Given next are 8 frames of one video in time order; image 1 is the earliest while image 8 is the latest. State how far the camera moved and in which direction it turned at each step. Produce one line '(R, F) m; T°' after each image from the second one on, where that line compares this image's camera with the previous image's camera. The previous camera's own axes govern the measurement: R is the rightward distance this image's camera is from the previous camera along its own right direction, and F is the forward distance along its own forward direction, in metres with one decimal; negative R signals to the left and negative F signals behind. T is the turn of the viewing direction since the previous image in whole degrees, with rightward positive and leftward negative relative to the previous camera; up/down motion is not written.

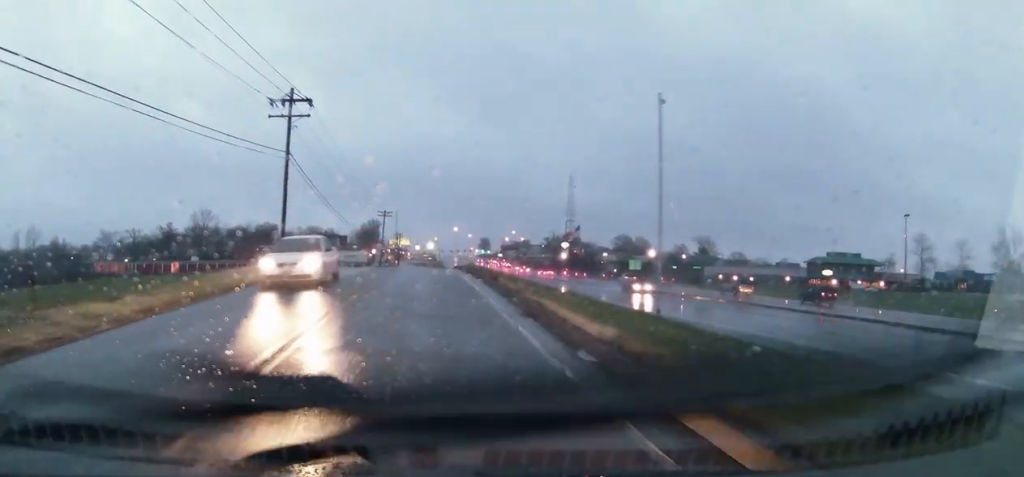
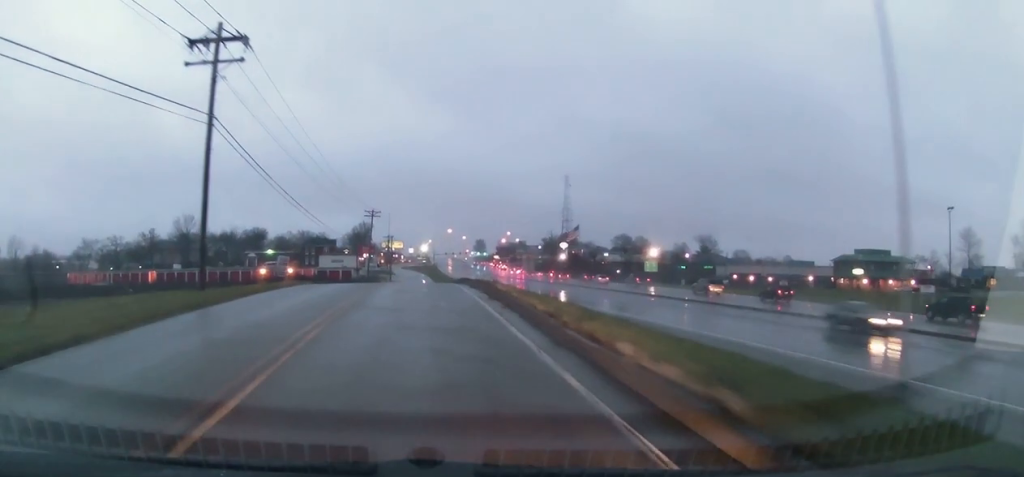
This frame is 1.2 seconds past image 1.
(0.0, +12.4) m; 0°
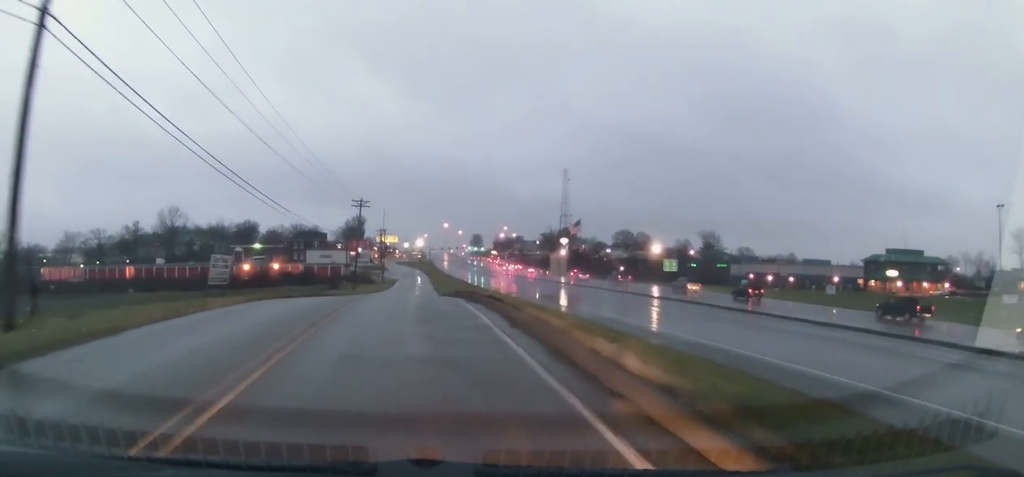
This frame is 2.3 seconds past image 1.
(0.0, +11.6) m; +1°
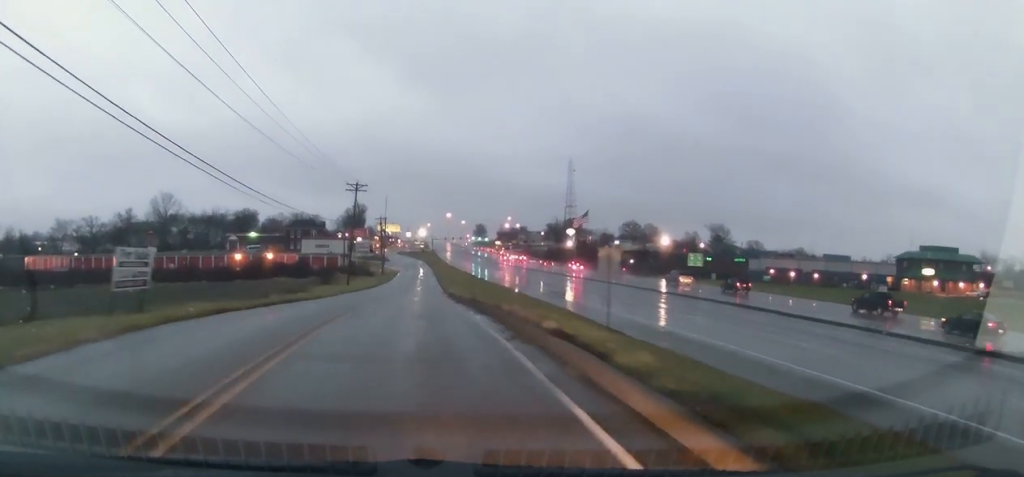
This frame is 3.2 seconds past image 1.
(+0.2, +9.1) m; -1°
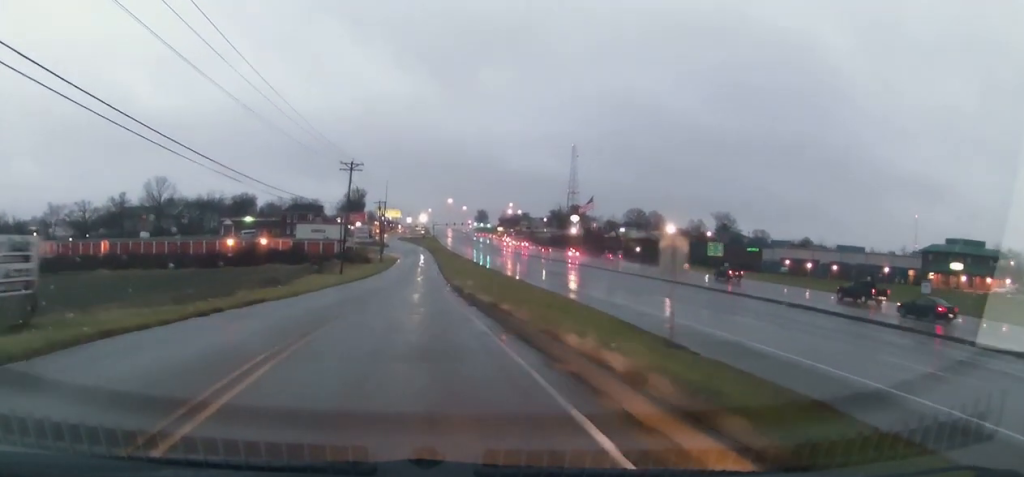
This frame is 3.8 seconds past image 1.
(-0.2, +6.8) m; -1°
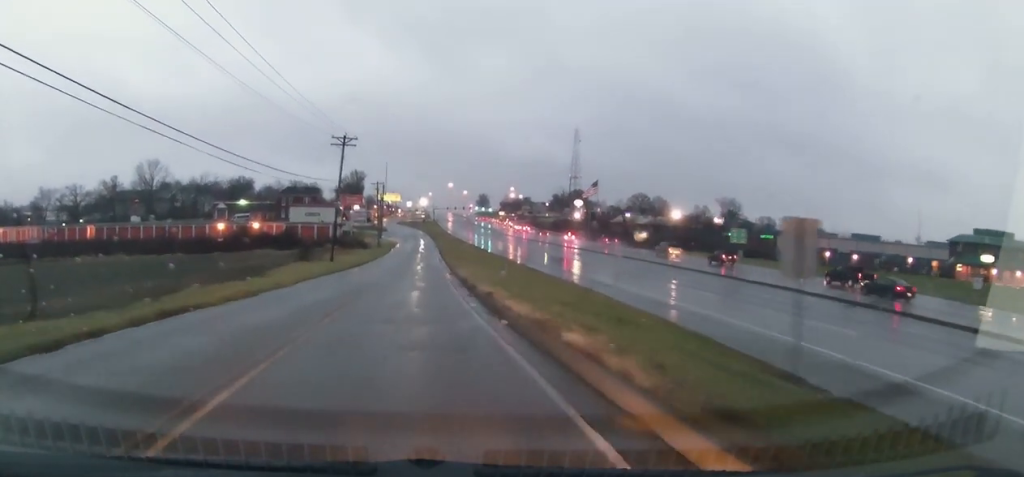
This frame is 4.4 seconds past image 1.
(-0.1, +6.9) m; -1°
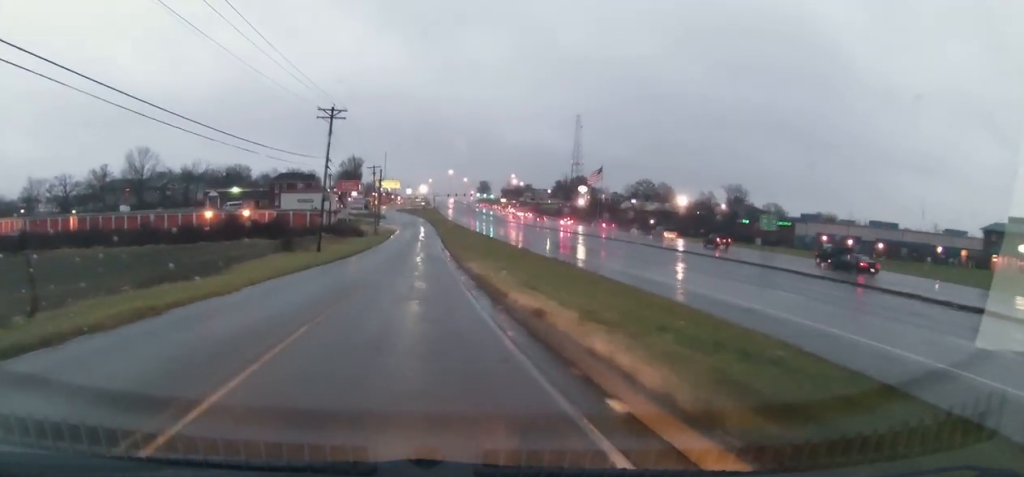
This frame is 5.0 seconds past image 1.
(0.0, +7.9) m; +1°
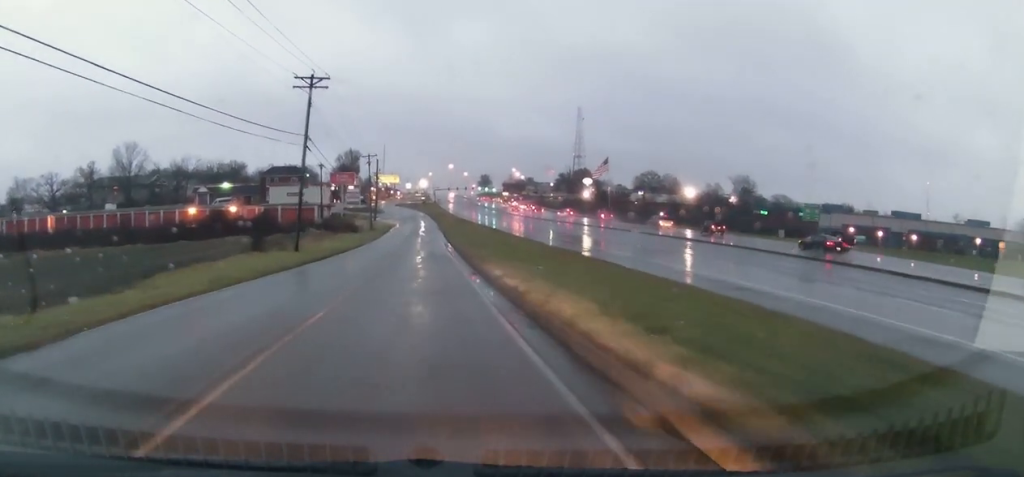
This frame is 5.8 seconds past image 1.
(+0.1, +9.3) m; +2°
